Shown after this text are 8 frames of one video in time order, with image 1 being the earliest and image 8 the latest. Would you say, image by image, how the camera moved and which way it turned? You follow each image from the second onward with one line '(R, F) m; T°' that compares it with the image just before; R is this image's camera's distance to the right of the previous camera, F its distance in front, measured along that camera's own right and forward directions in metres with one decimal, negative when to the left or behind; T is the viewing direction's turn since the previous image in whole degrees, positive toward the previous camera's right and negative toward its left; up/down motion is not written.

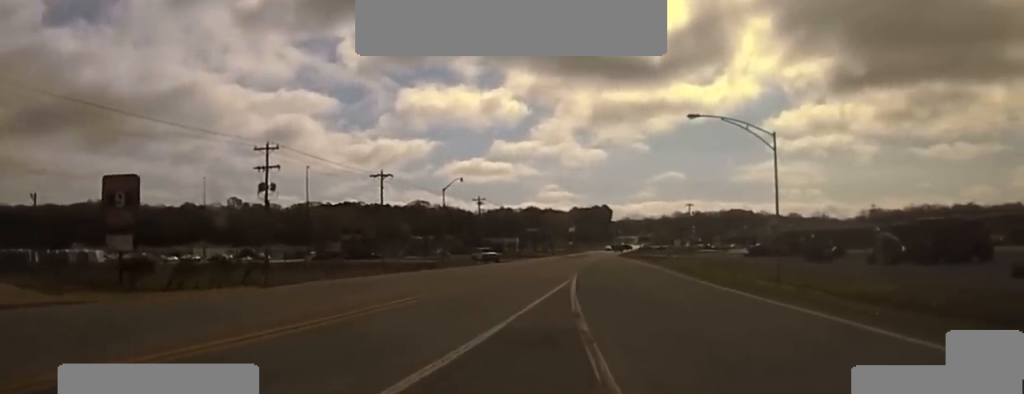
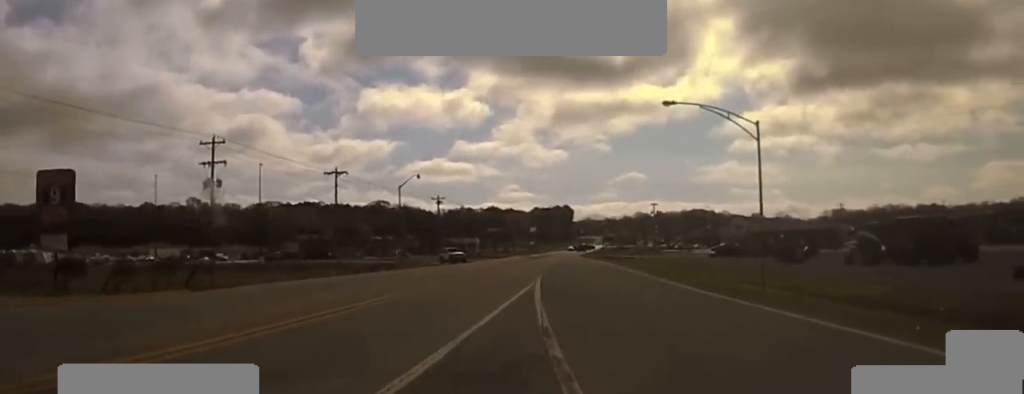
(+0.1, +3.9) m; +3°
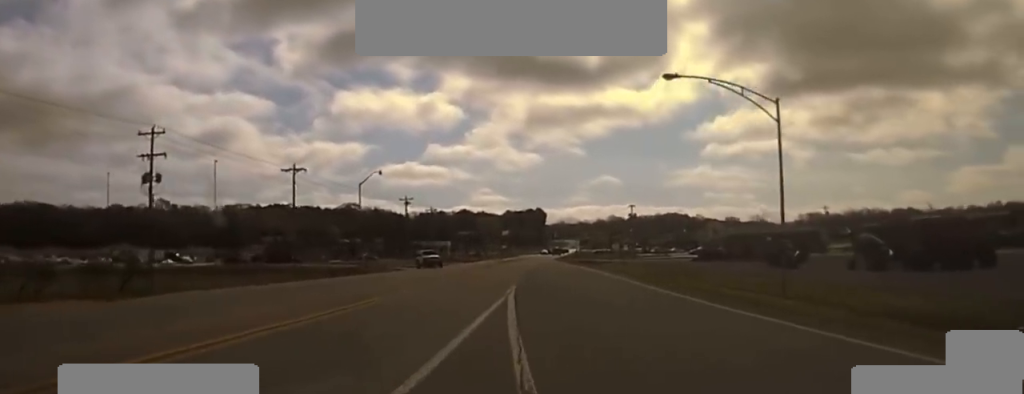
(+0.2, +4.3) m; +3°
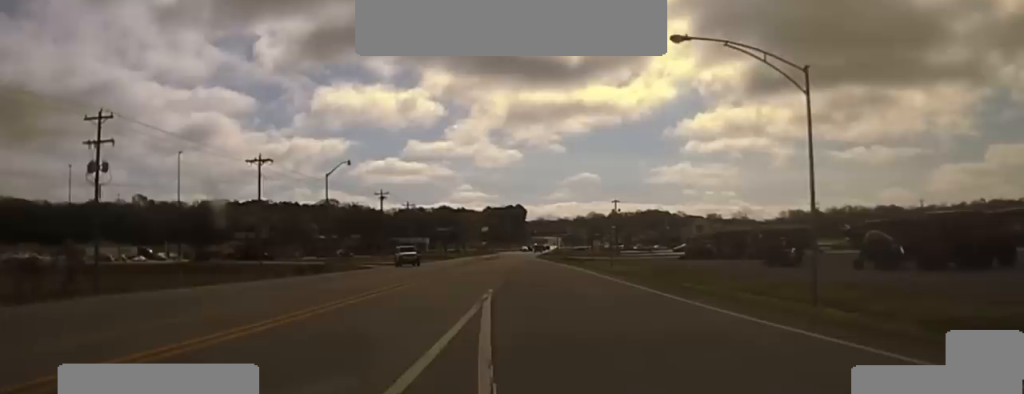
(+0.1, +1.8) m; +2°
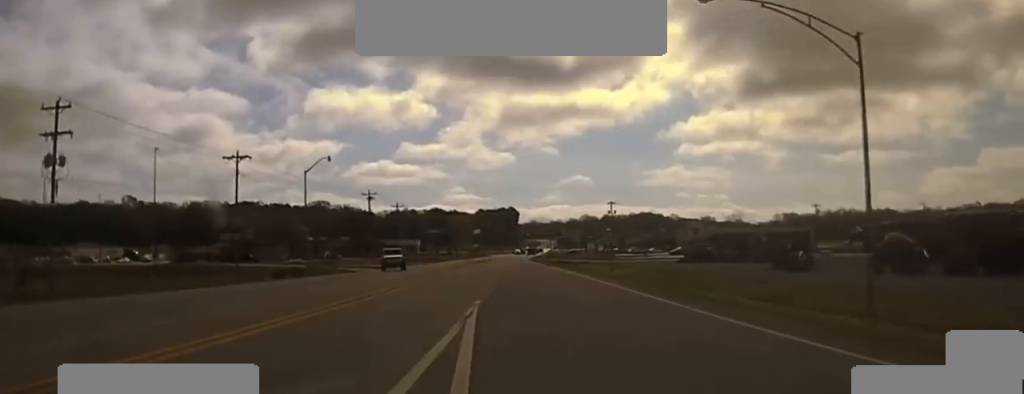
(0.0, +3.6) m; -1°
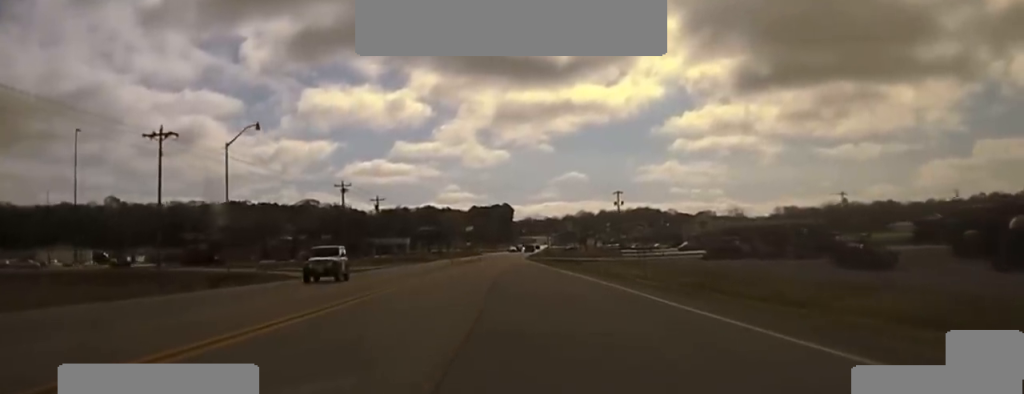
(-0.5, +17.9) m; -2°
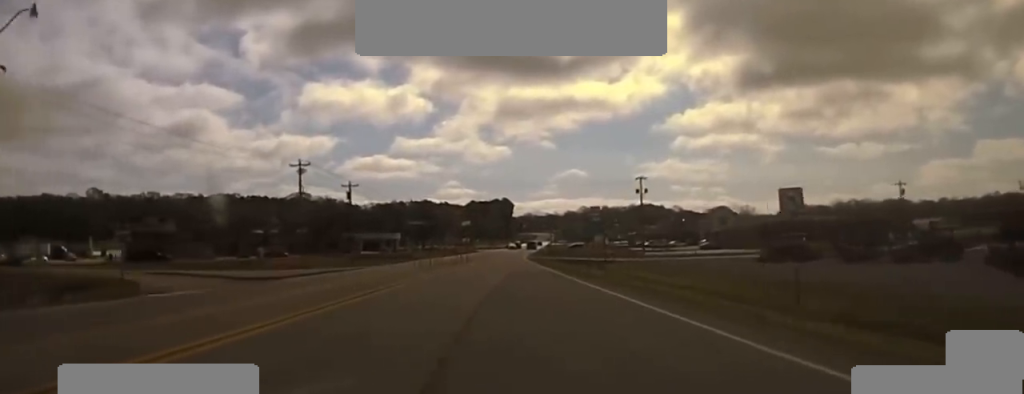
(+0.4, +28.9) m; +1°
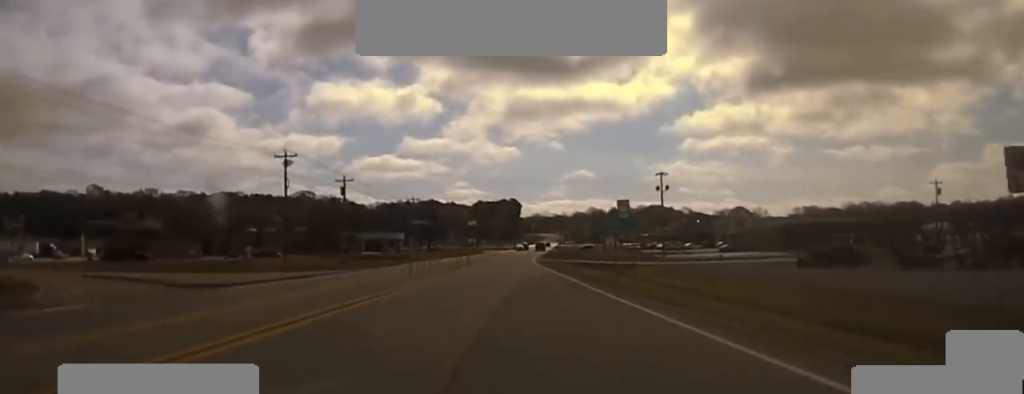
(0.0, +10.6) m; -1°
